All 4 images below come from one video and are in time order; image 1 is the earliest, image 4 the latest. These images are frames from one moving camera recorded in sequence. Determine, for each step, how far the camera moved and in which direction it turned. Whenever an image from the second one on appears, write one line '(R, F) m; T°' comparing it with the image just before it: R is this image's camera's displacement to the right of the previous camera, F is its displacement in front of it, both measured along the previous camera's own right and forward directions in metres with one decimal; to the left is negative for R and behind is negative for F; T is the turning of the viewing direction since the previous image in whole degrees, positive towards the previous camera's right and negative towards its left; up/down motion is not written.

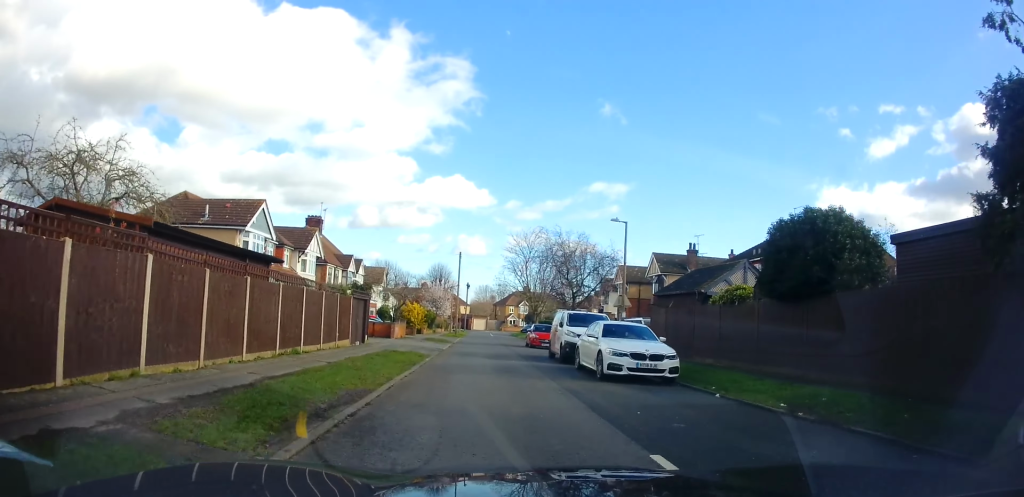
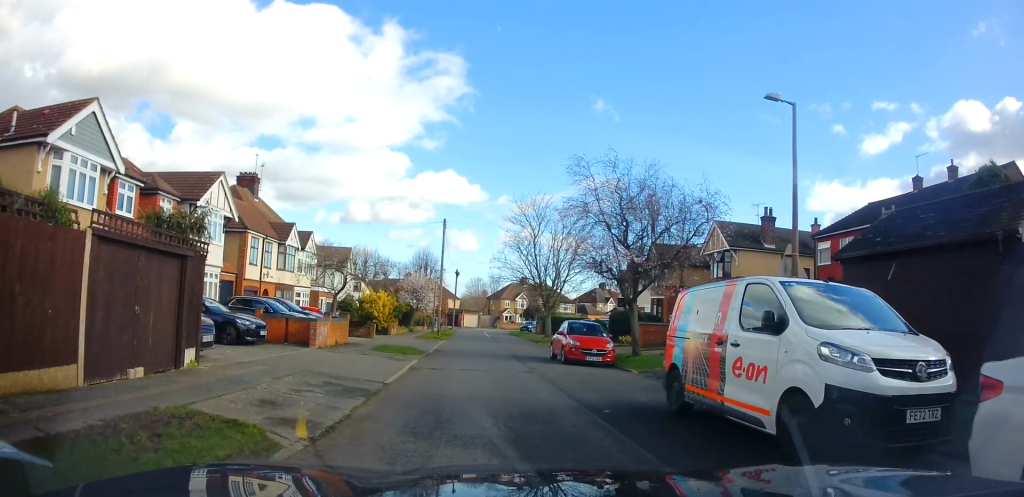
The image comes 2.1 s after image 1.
(+0.3, +14.9) m; +5°
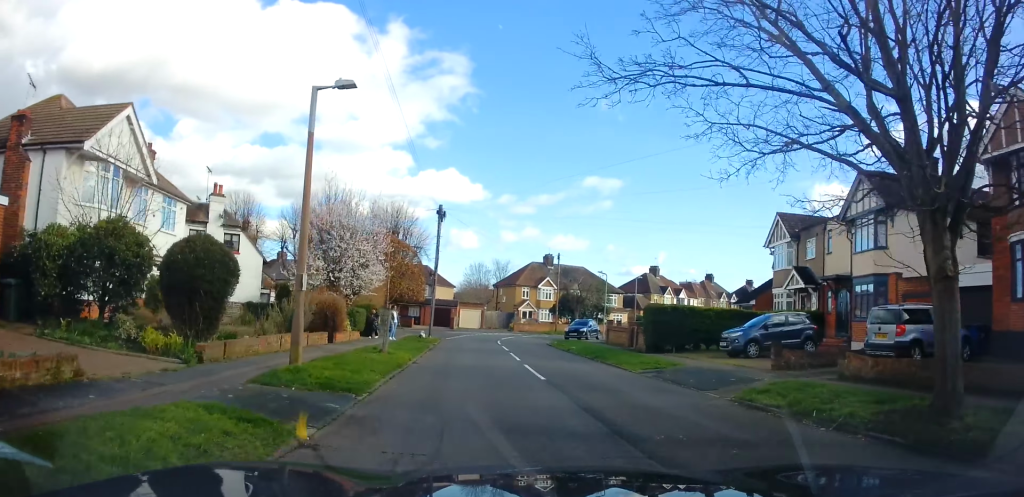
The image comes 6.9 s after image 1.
(0.0, +36.2) m; 0°
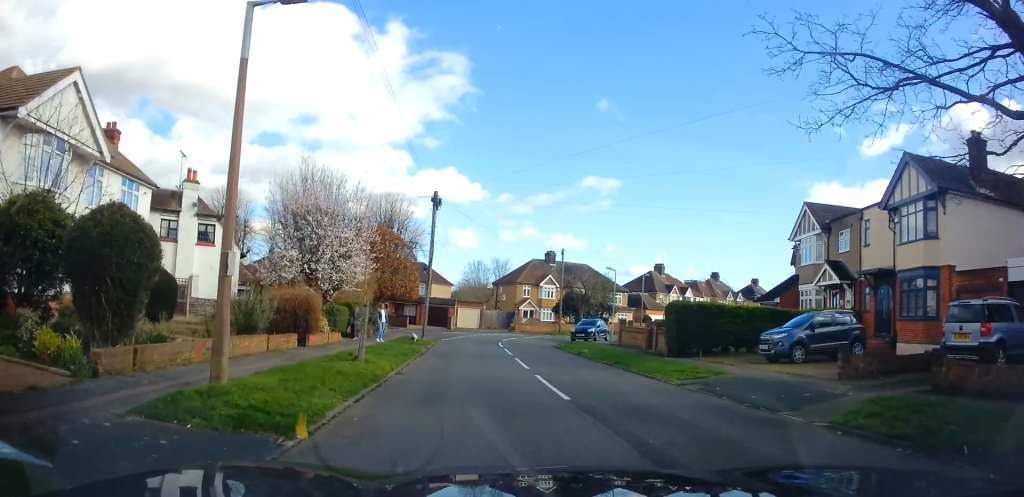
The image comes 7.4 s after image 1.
(0.0, +3.1) m; 0°
